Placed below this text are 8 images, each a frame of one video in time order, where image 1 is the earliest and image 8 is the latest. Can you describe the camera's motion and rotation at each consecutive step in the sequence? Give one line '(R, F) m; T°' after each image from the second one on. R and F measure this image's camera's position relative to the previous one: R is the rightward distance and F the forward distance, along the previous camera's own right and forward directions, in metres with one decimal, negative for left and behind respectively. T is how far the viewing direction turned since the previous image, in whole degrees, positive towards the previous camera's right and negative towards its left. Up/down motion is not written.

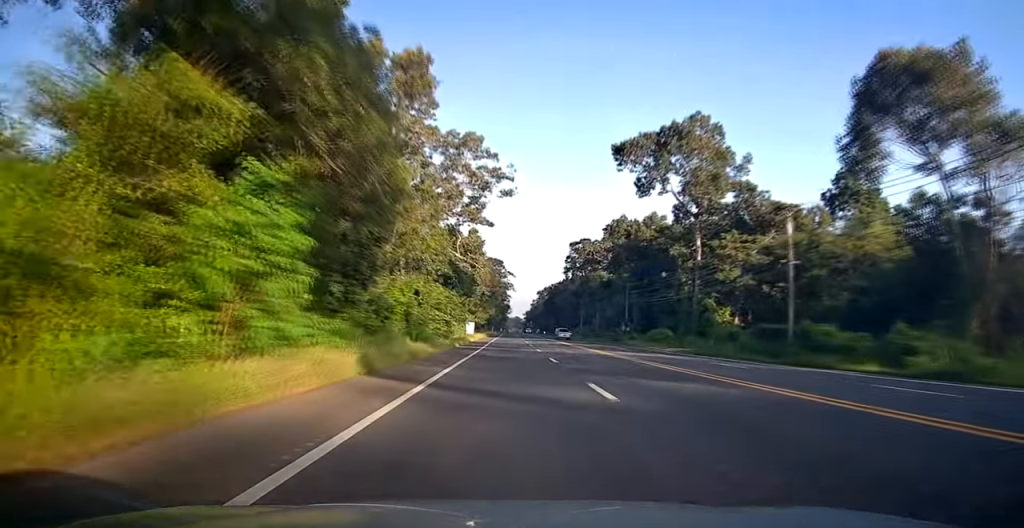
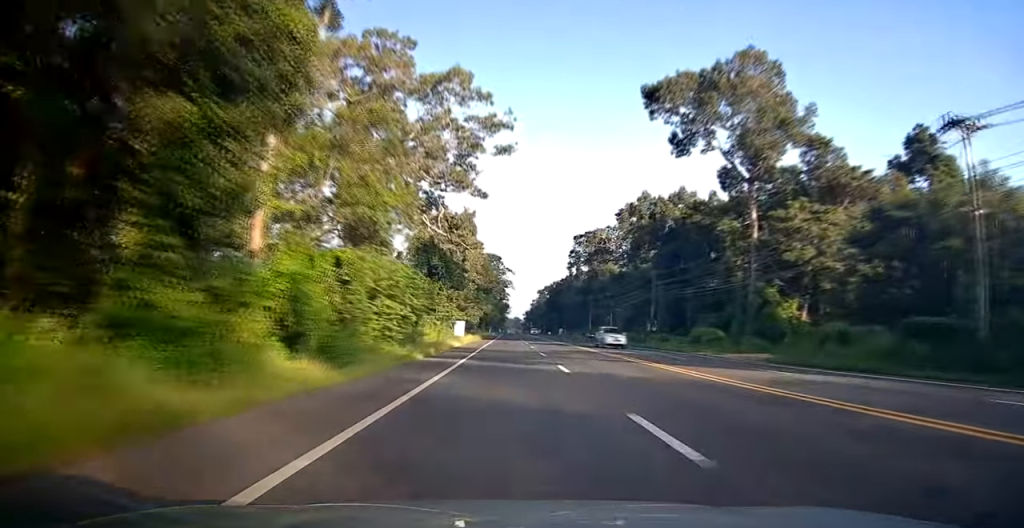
(0.0, +16.6) m; 0°
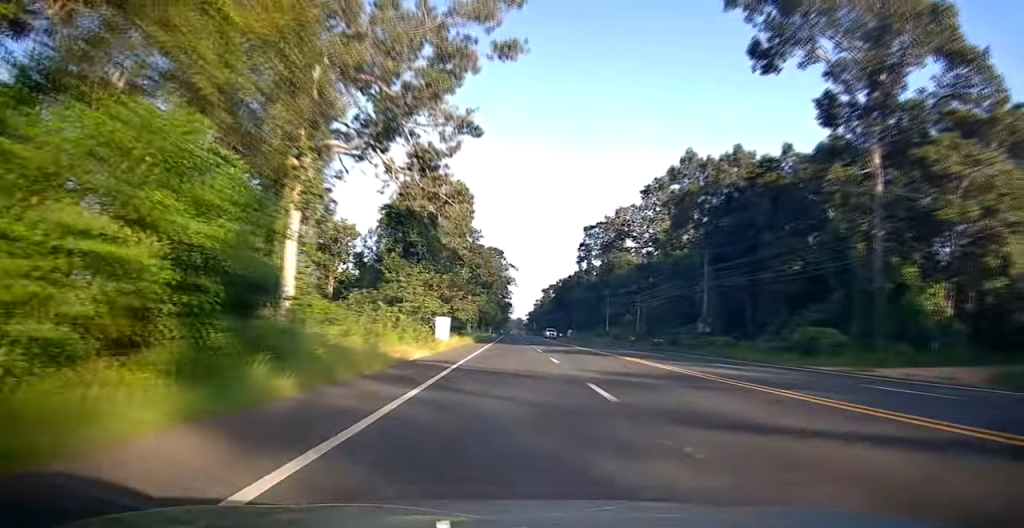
(-0.1, +18.9) m; 0°
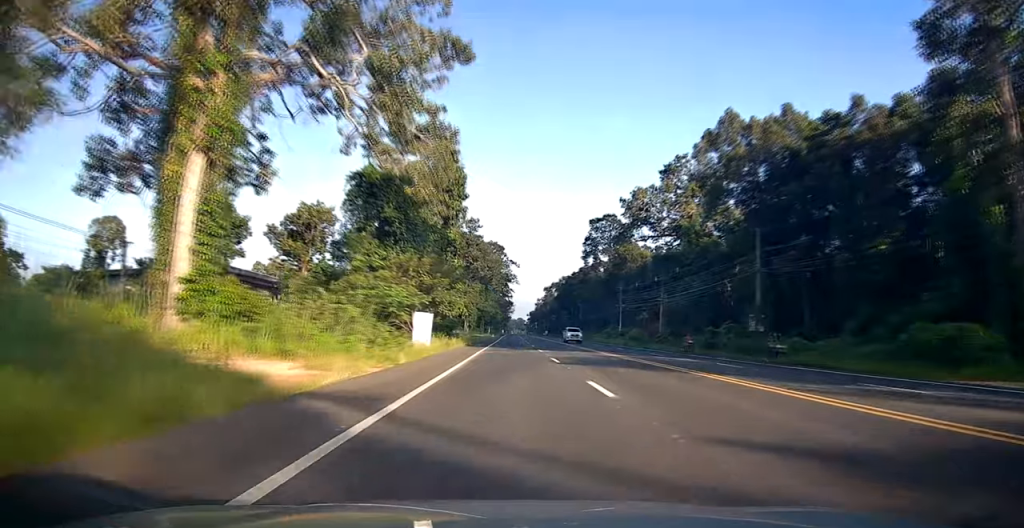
(0.0, +11.5) m; -1°
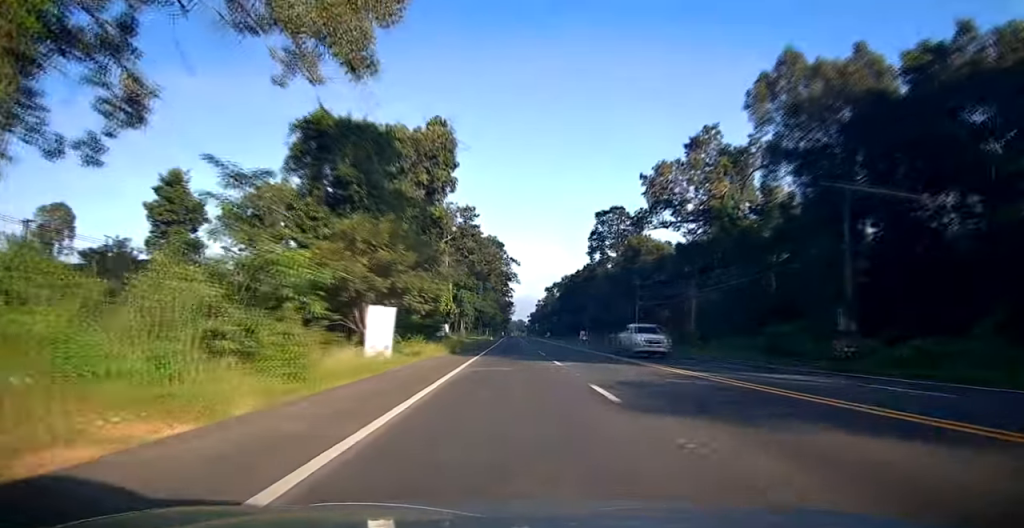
(-0.1, +12.1) m; -1°
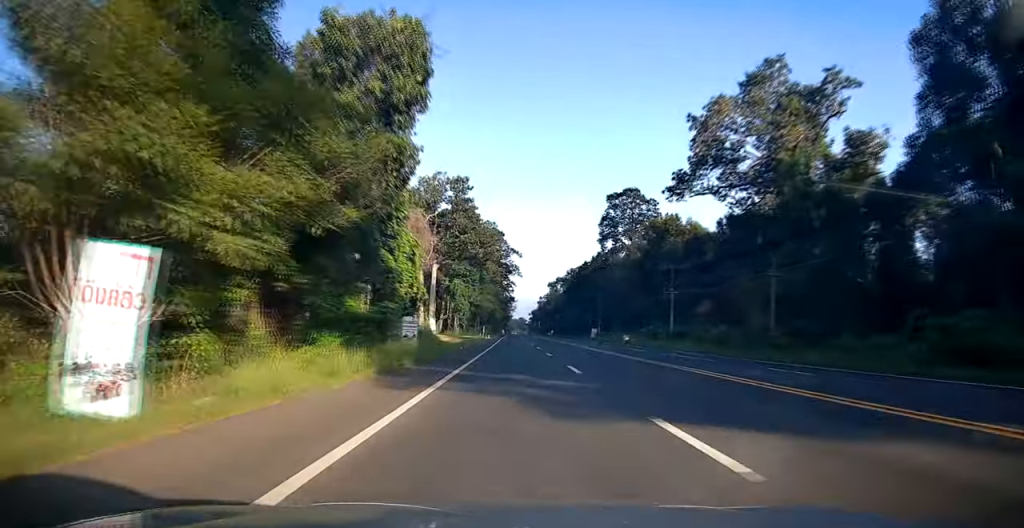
(-0.4, +17.6) m; 0°
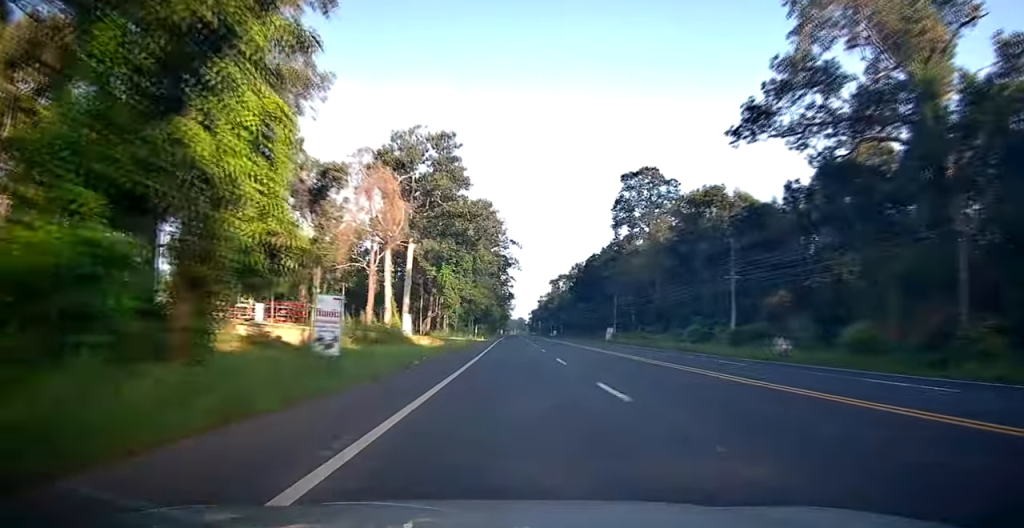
(+0.6, +18.6) m; +2°
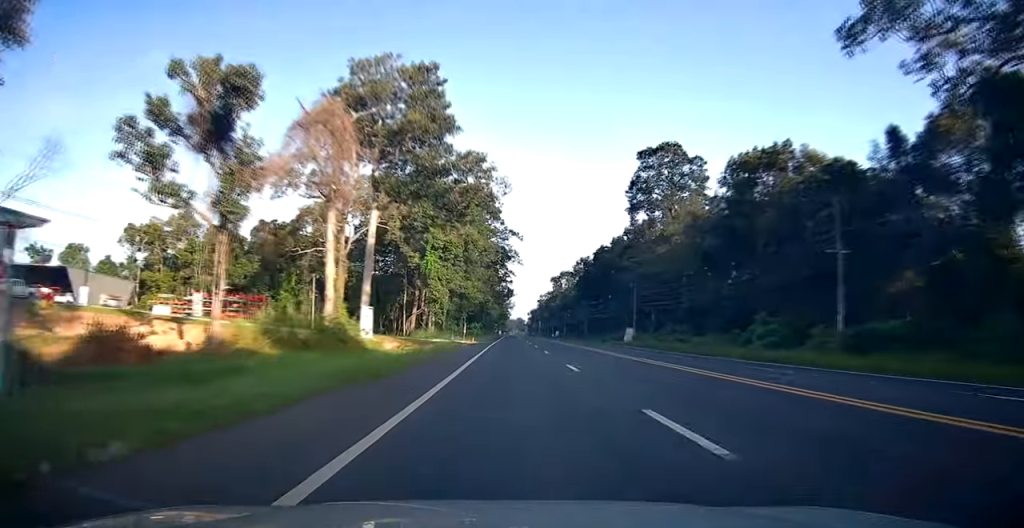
(0.0, +16.7) m; 0°
